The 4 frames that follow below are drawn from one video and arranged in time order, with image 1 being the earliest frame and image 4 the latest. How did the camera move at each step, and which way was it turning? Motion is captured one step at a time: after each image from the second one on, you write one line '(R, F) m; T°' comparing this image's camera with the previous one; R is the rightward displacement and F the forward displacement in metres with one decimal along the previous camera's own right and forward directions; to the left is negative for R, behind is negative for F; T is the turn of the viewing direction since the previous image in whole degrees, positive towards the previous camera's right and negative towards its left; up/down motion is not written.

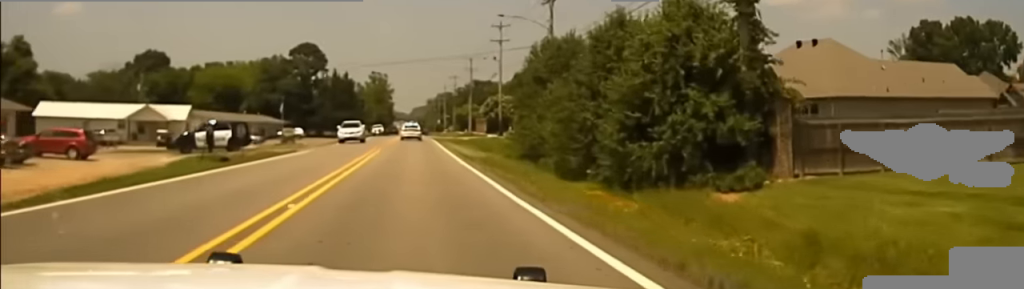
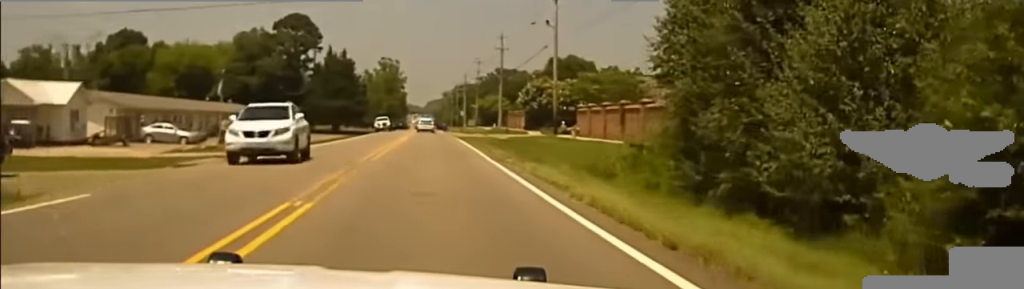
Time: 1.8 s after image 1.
(-1.2, +38.0) m; -3°
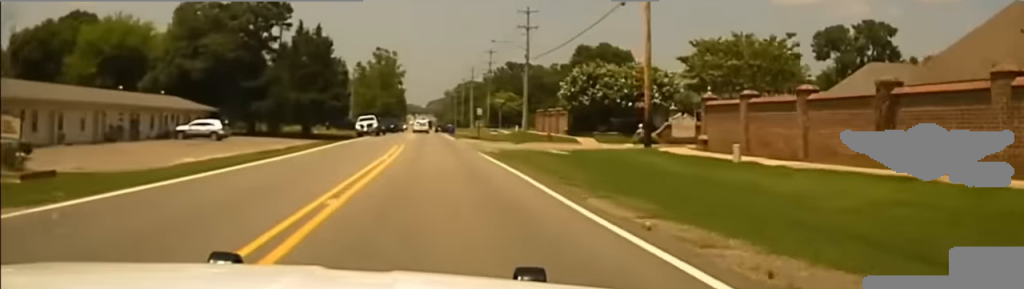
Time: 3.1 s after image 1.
(-0.3, +34.1) m; 0°
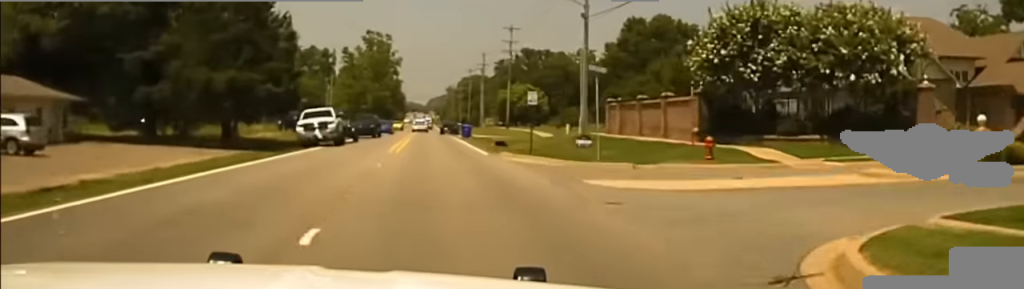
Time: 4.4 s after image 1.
(+0.3, +37.5) m; +1°
